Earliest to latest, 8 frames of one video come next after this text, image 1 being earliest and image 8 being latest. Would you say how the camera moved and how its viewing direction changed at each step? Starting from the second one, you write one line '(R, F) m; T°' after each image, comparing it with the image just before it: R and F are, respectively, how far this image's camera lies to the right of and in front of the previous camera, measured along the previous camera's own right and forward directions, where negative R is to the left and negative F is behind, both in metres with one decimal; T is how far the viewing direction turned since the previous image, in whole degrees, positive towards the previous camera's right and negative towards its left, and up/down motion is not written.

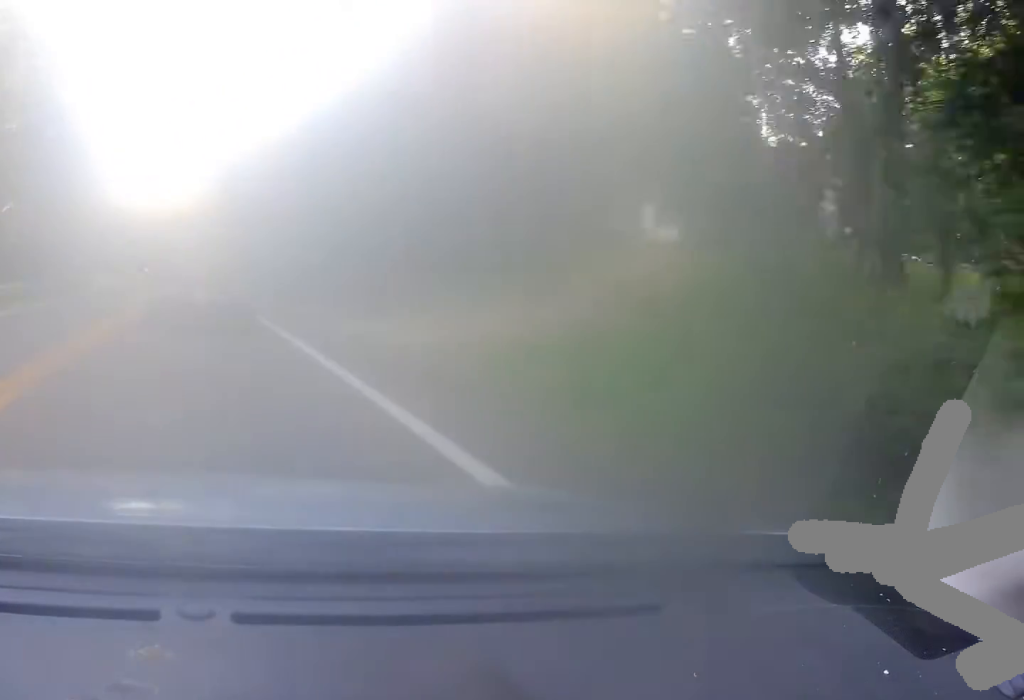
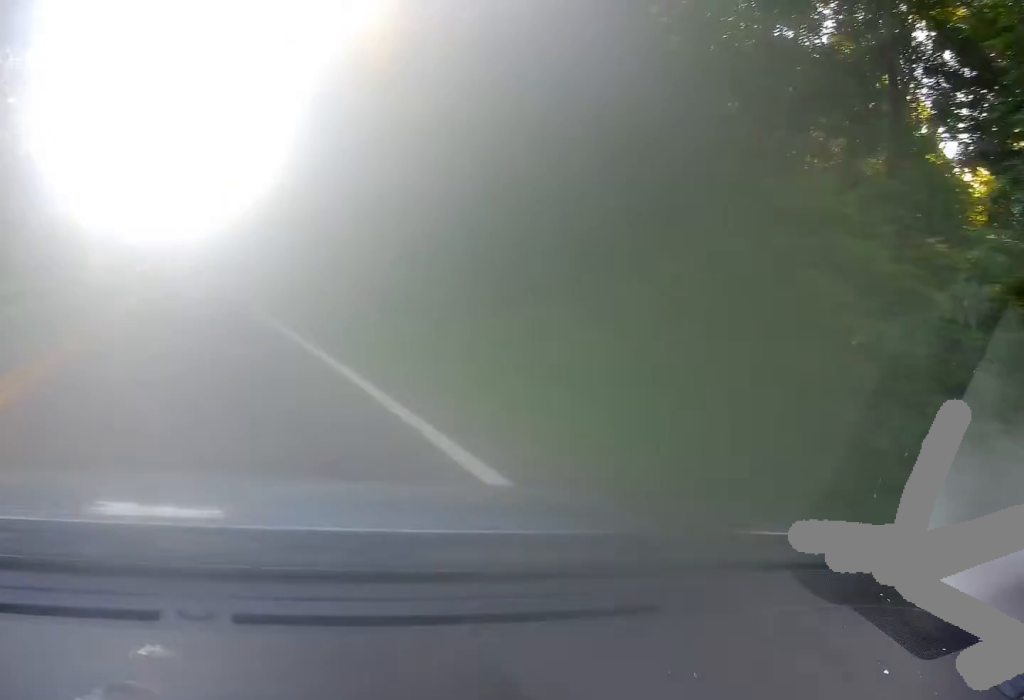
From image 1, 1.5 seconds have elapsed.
(0.0, +29.8) m; -2°
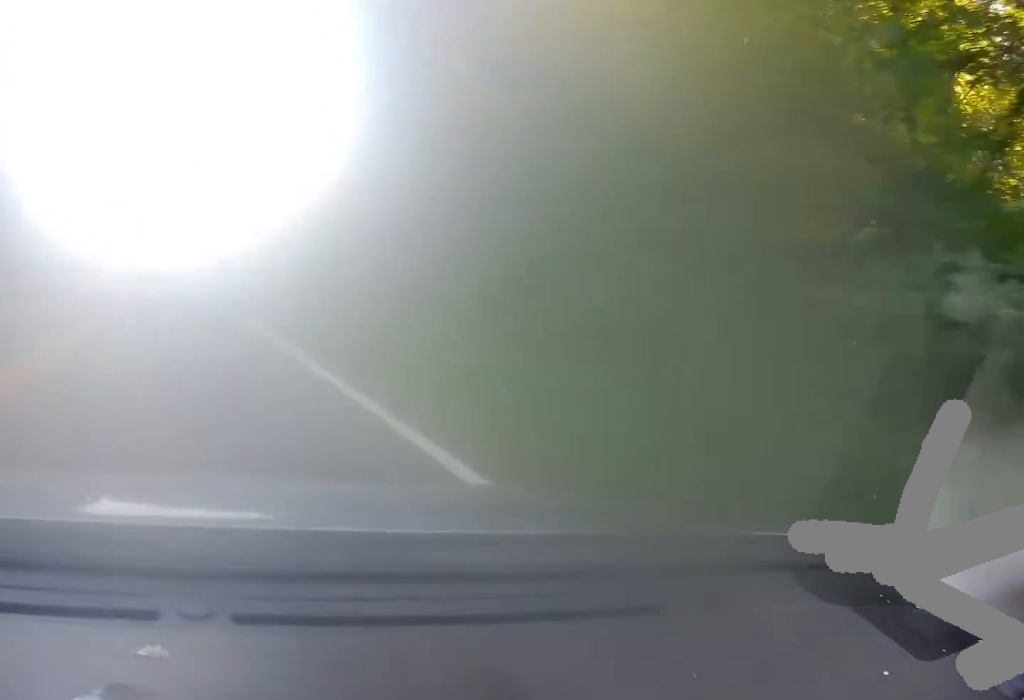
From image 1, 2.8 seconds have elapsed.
(-0.9, +24.6) m; -4°
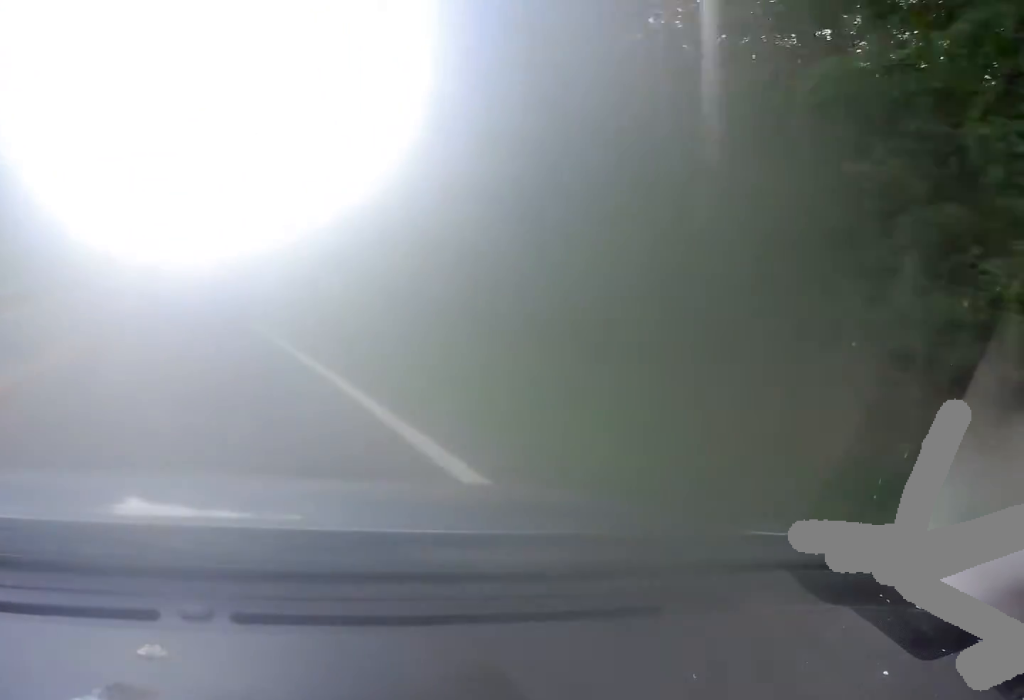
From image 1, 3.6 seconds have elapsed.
(-0.2, +15.7) m; -2°
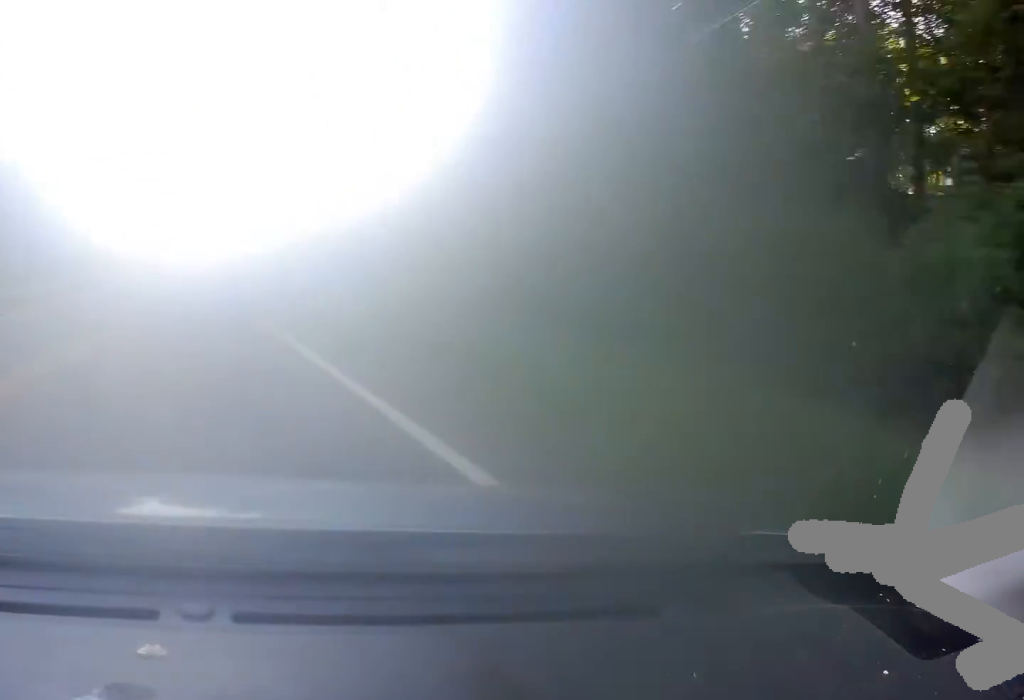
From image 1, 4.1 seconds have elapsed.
(-0.3, +10.6) m; -1°
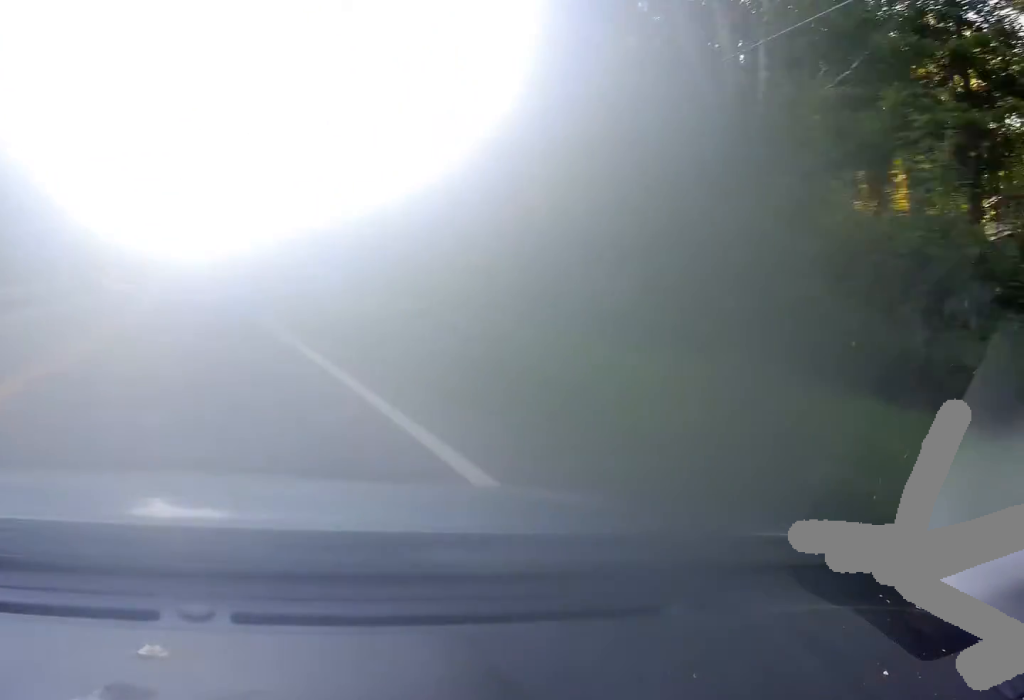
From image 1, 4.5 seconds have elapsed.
(0.0, +8.1) m; -1°
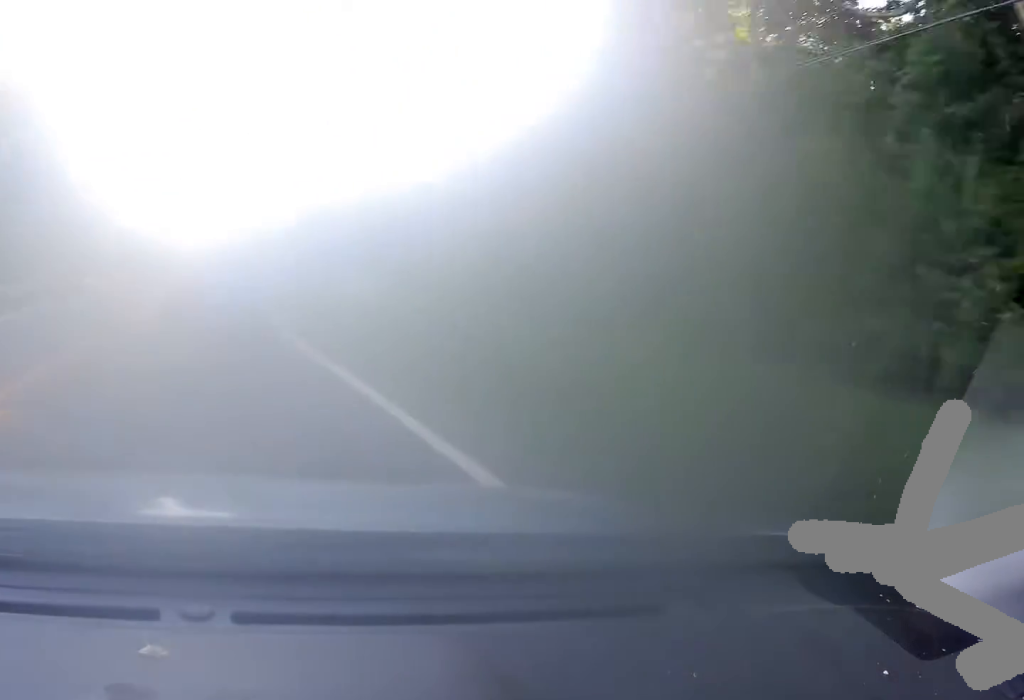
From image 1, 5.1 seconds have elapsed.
(+0.1, +10.9) m; -1°
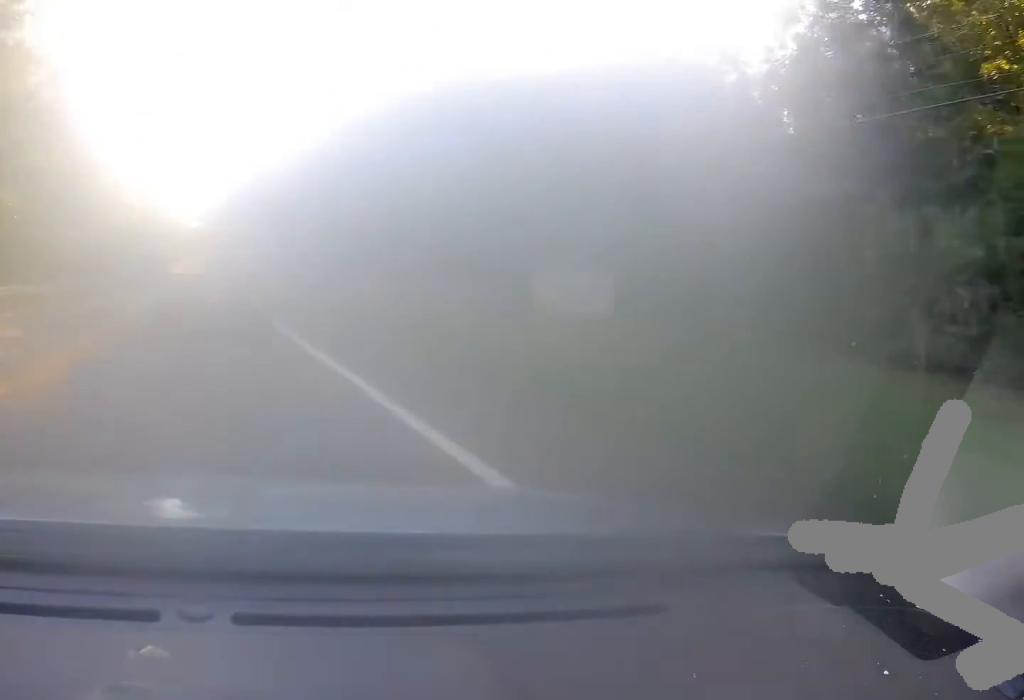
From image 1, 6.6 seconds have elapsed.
(-1.4, +32.4) m; -4°
